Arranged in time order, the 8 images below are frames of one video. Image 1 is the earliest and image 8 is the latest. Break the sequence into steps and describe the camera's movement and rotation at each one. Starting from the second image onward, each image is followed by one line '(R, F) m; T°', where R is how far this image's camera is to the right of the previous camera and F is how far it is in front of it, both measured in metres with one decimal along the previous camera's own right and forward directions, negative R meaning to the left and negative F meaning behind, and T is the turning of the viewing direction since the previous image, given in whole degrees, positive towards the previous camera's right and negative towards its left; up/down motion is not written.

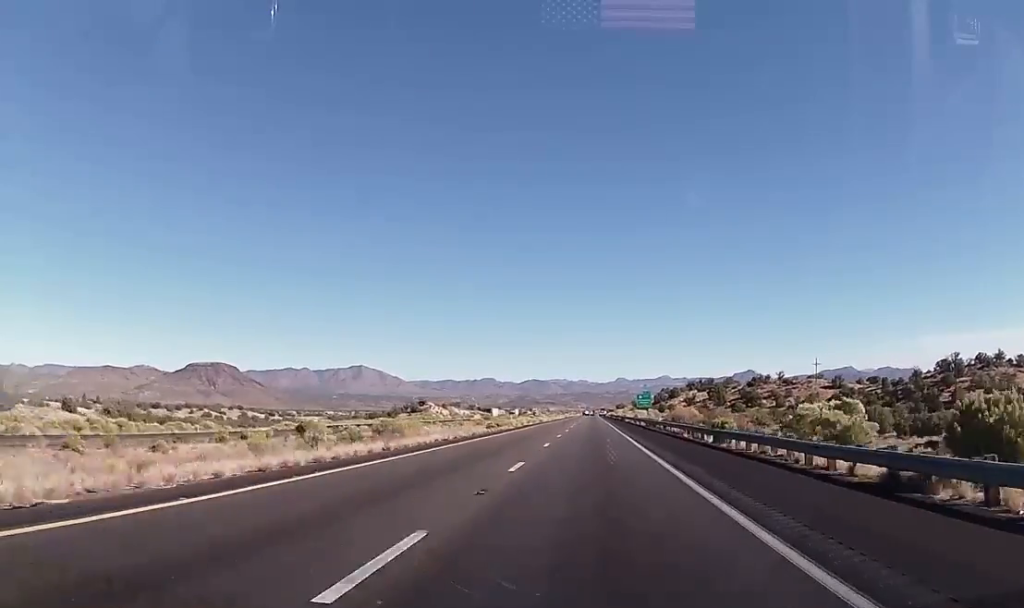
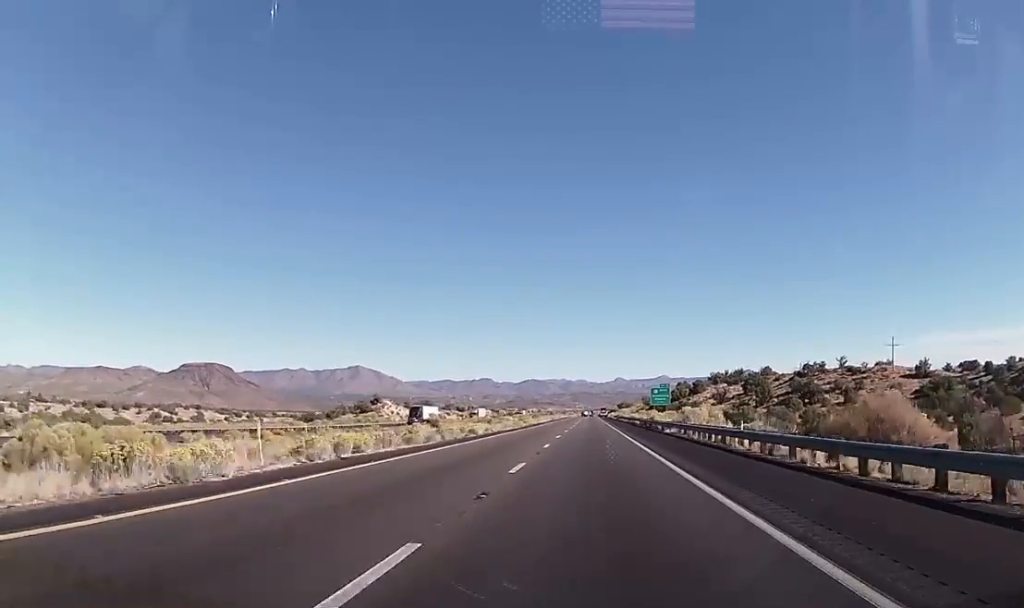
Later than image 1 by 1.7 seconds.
(+0.2, +62.6) m; 0°
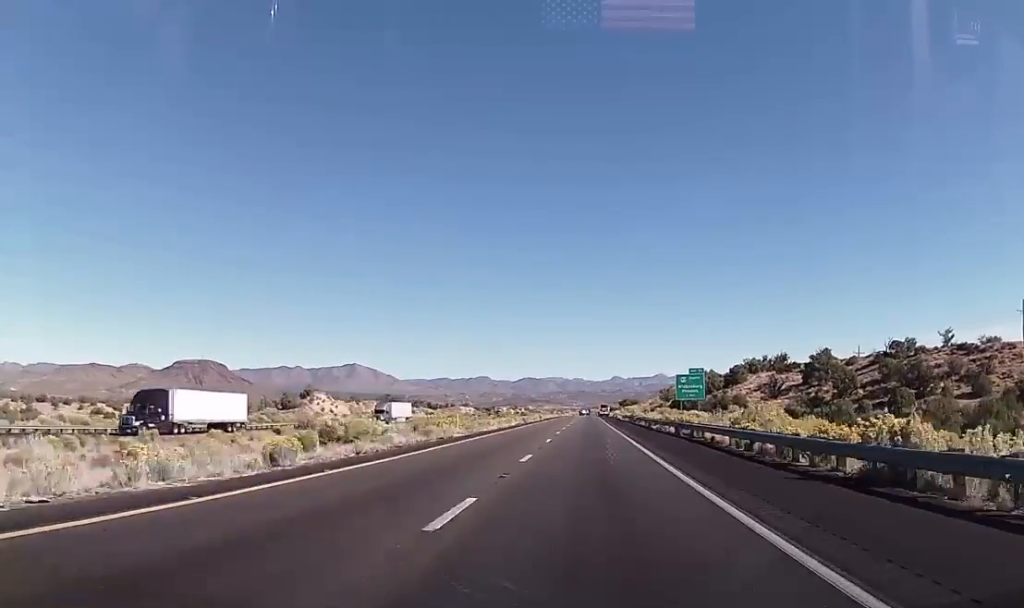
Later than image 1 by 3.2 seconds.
(-0.2, +57.8) m; +1°
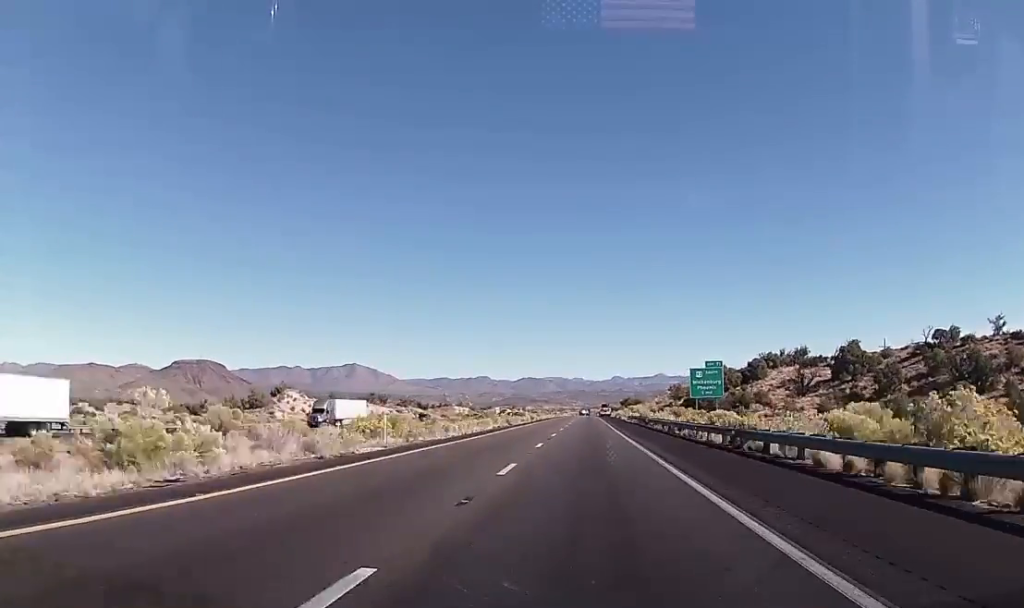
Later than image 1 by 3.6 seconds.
(+0.2, +16.4) m; 0°
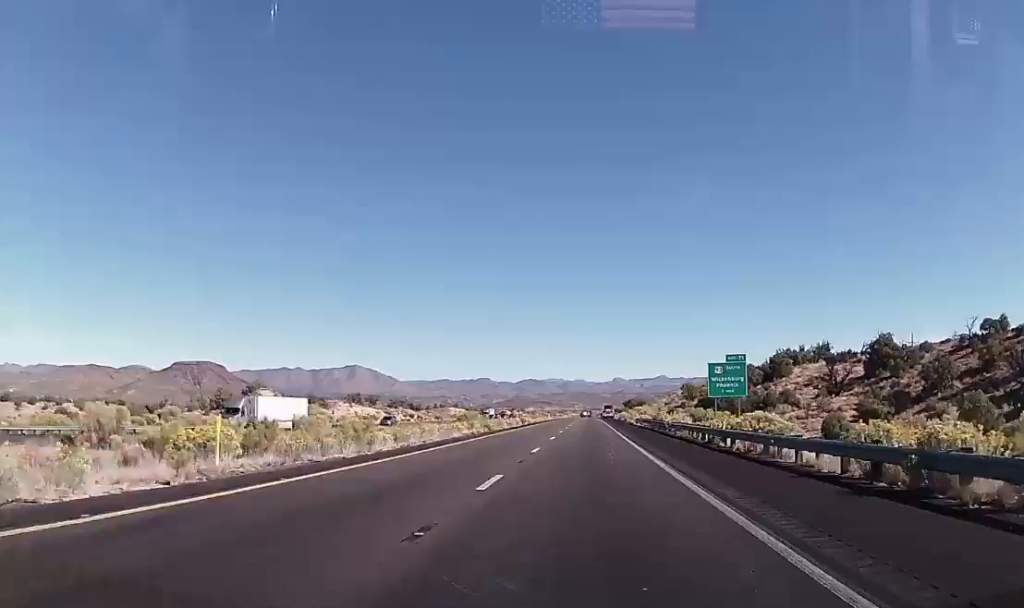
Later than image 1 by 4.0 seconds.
(+0.2, +15.2) m; 0°
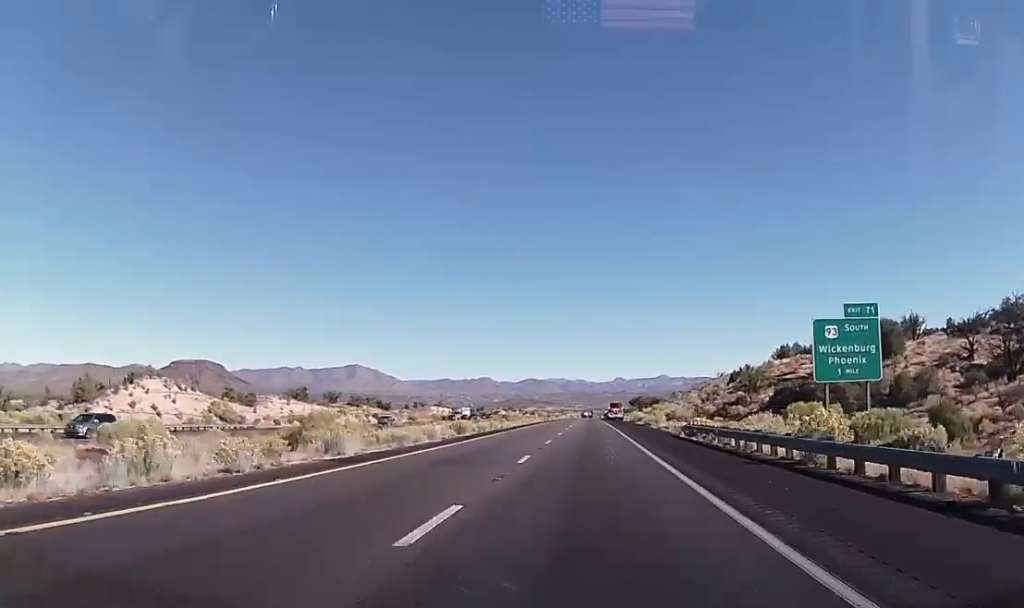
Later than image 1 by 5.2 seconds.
(-0.5, +42.9) m; 0°
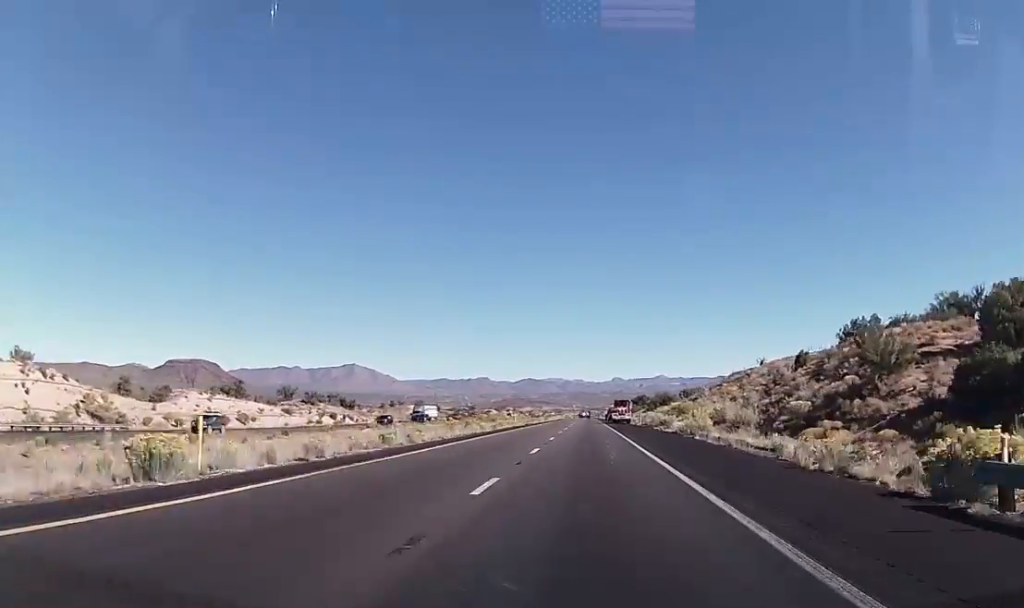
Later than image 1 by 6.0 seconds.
(+0.5, +32.8) m; 0°
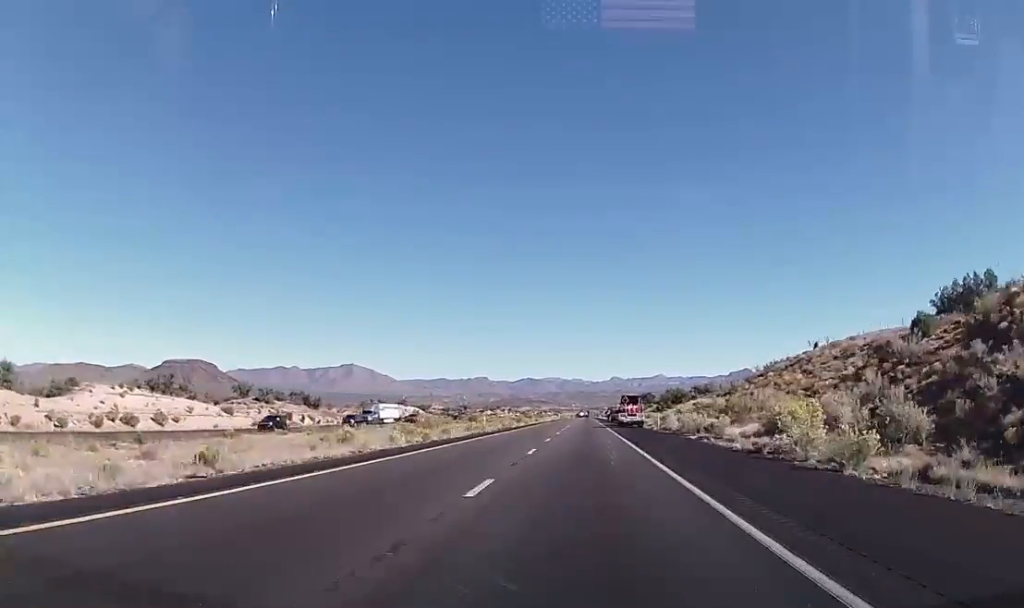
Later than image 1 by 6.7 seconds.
(-0.2, +25.1) m; 0°
